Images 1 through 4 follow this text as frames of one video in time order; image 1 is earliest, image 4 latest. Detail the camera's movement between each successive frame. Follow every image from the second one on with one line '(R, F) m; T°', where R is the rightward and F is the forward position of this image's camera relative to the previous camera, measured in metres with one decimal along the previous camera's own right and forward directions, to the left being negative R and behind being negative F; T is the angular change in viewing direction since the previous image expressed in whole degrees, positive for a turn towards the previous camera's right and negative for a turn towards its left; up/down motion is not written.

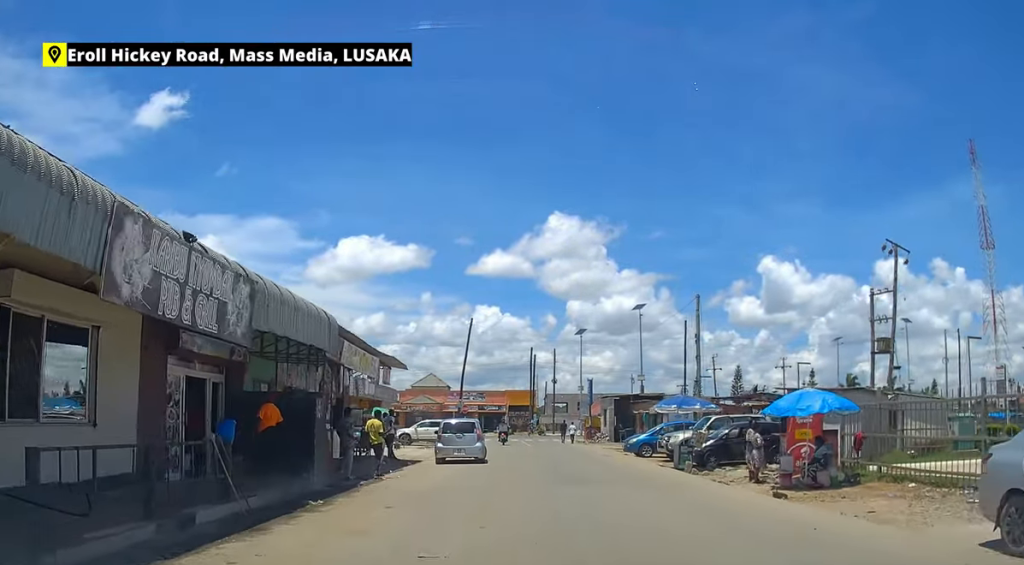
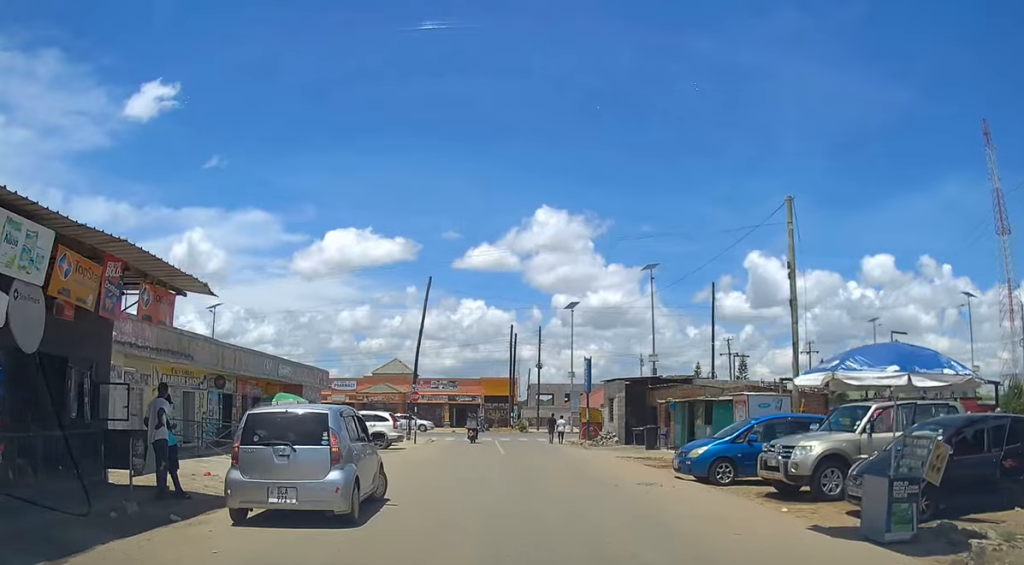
(+0.1, +15.3) m; 0°
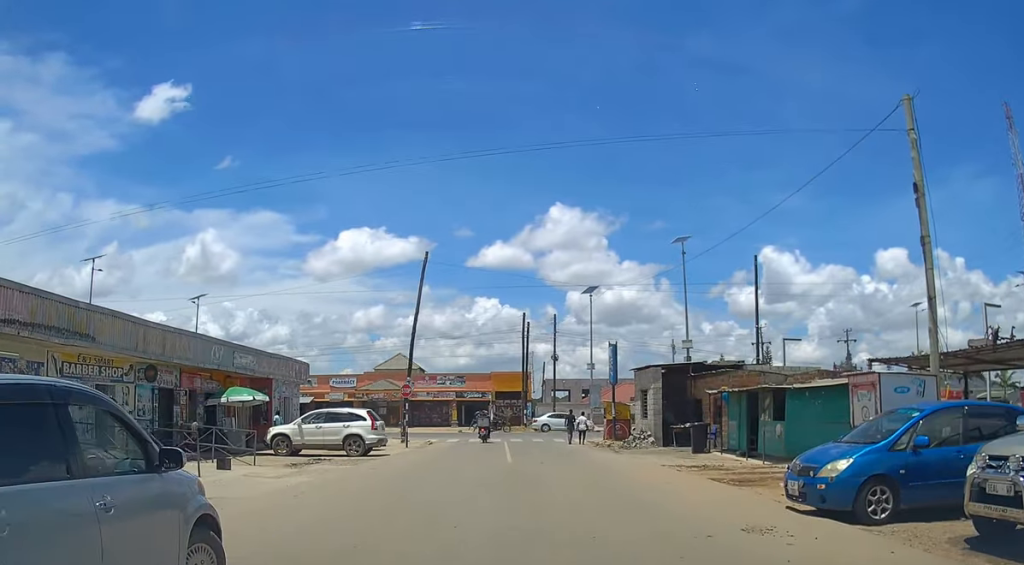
(-0.1, +6.7) m; -2°
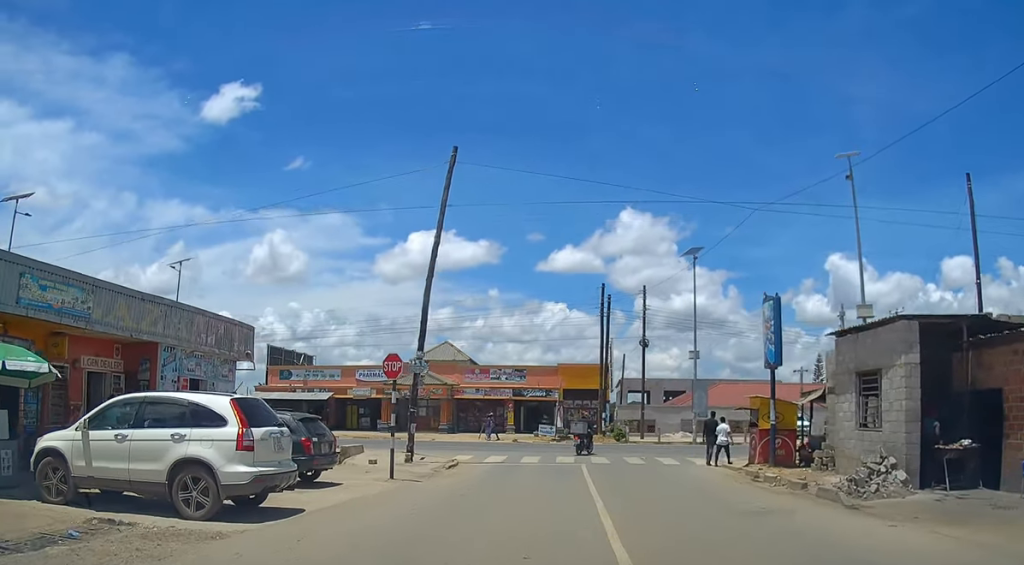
(-0.6, +15.9) m; -5°
